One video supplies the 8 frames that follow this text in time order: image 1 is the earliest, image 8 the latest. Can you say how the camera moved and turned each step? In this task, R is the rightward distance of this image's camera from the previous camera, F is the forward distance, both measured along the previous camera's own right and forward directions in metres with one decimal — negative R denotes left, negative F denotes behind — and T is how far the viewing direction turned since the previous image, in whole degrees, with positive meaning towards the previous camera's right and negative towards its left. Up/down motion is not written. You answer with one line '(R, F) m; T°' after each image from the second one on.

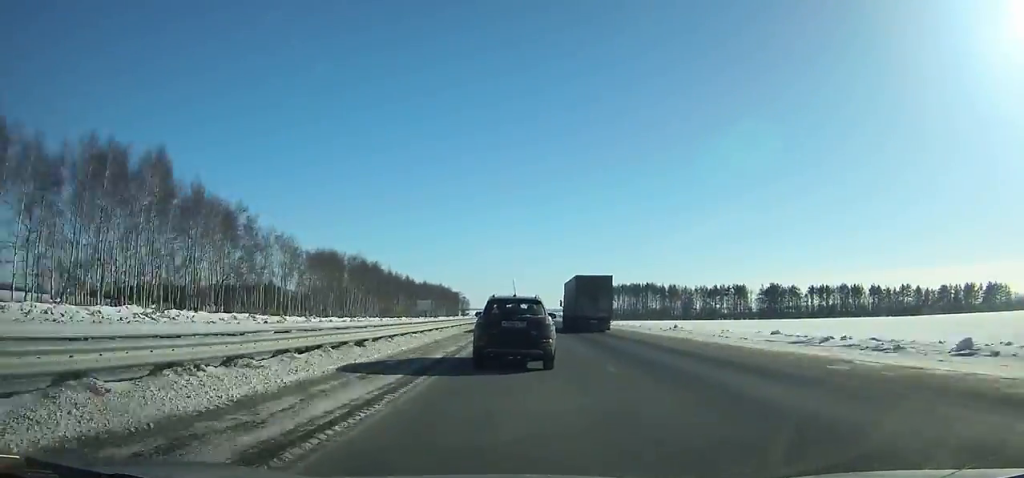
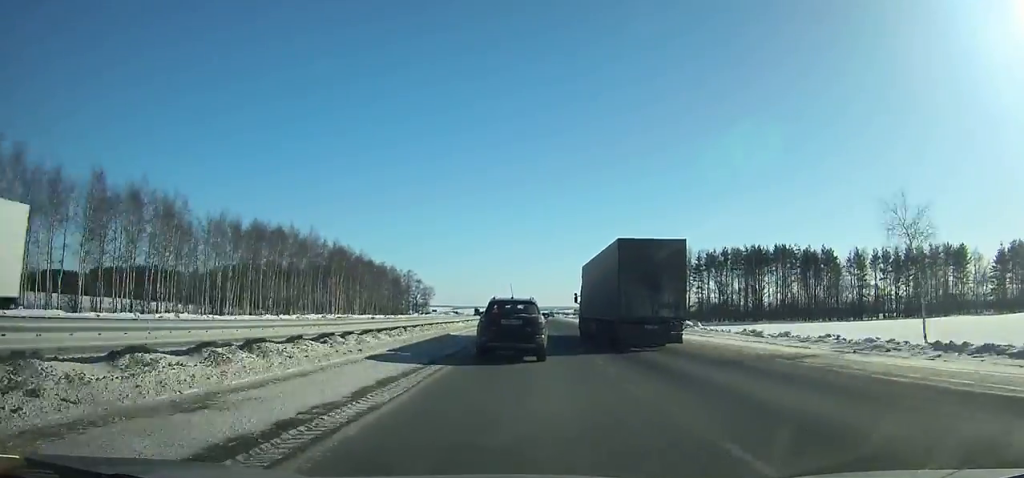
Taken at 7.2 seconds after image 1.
(-1.0, +189.9) m; -1°
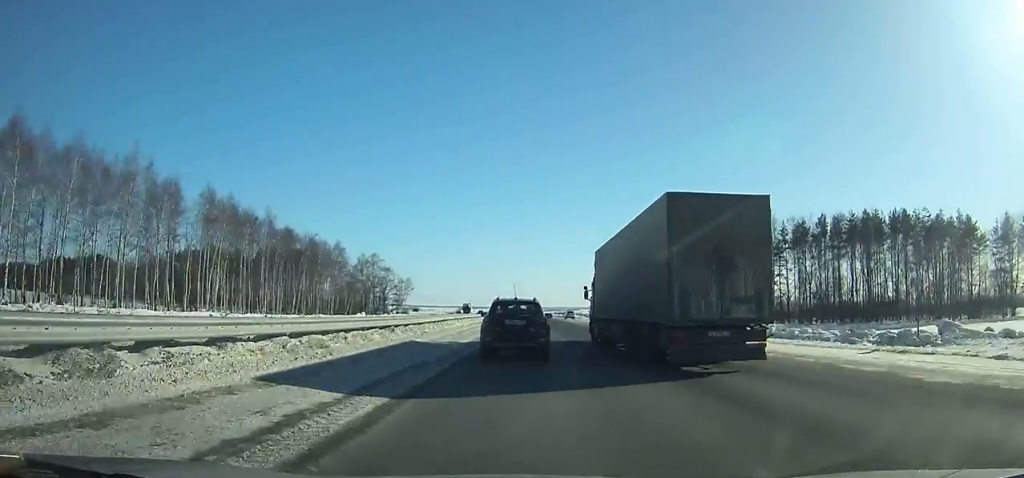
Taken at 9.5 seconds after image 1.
(-0.3, +61.0) m; -1°
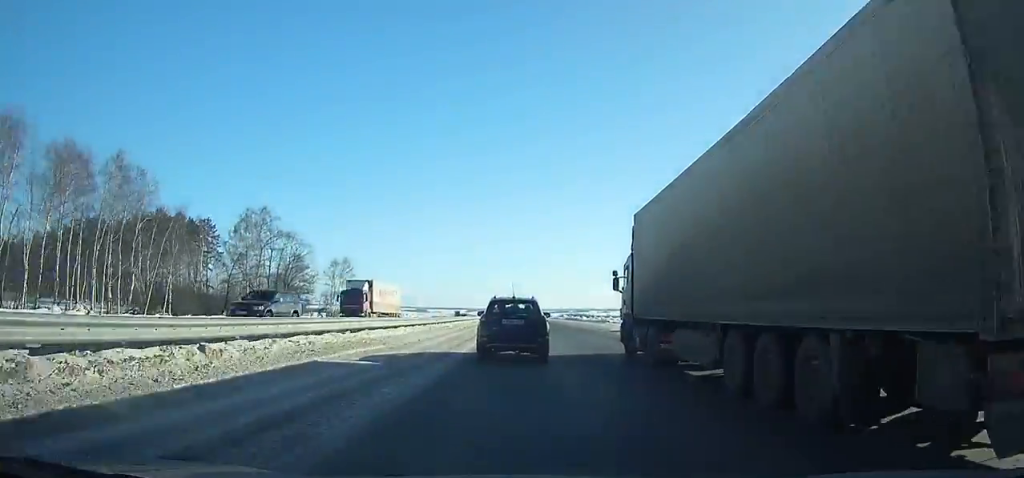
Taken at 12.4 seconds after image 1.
(-0.8, +76.5) m; -1°
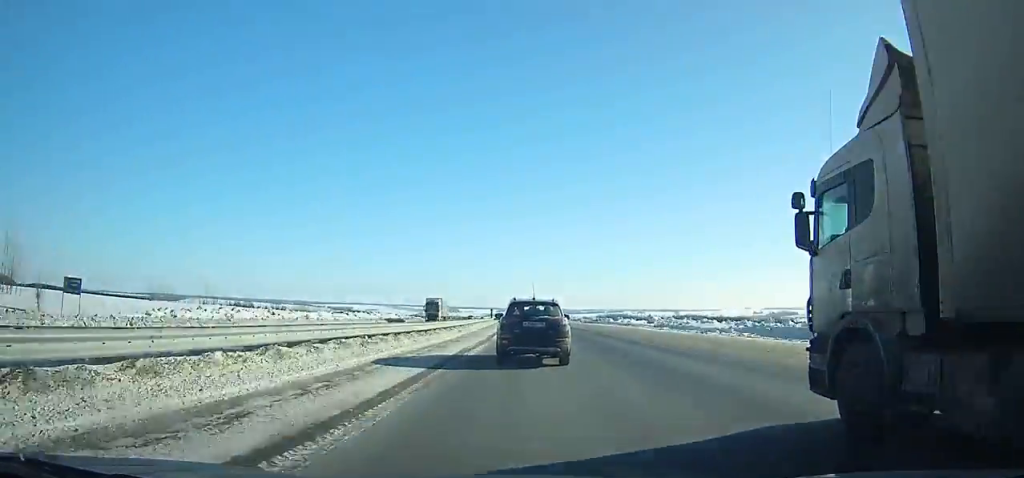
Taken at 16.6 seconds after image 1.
(-2.5, +109.9) m; -3°
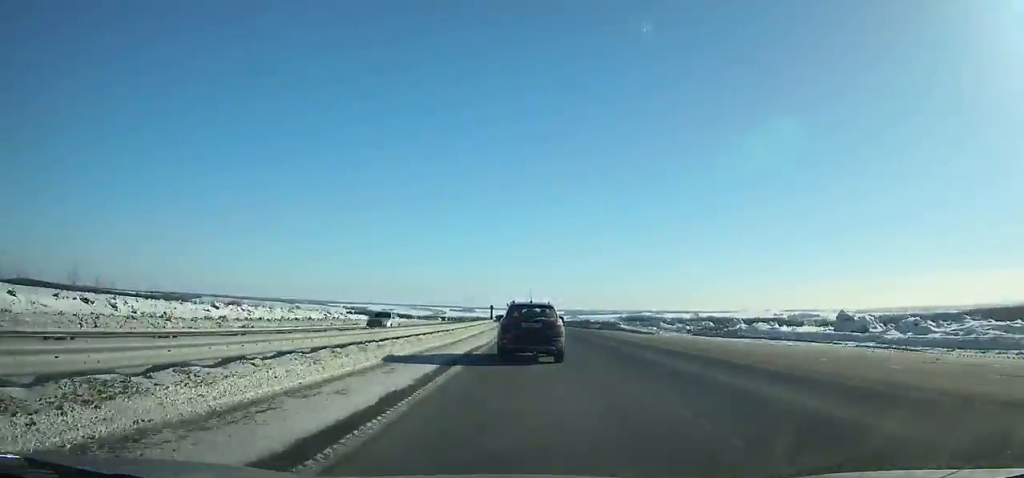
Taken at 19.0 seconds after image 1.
(-0.7, +62.4) m; -2°
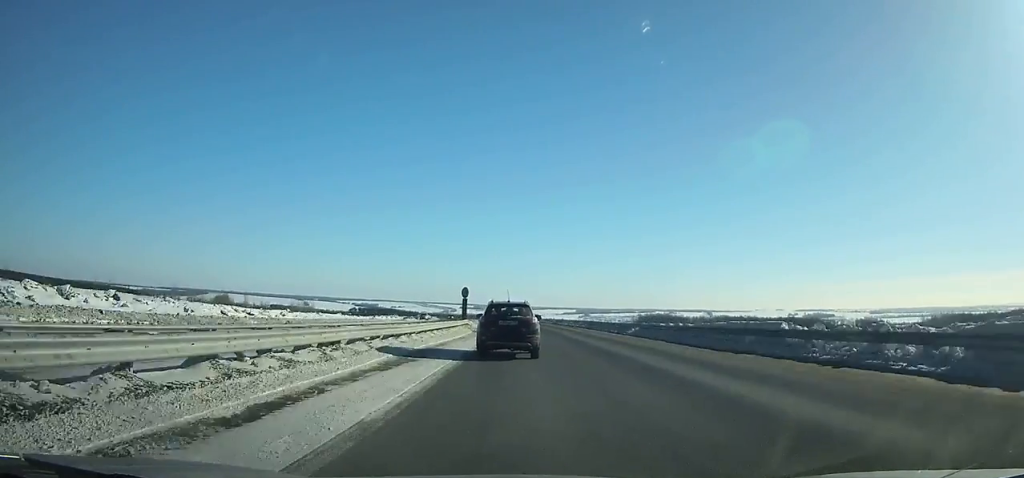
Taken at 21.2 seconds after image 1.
(-1.0, +57.3) m; -2°
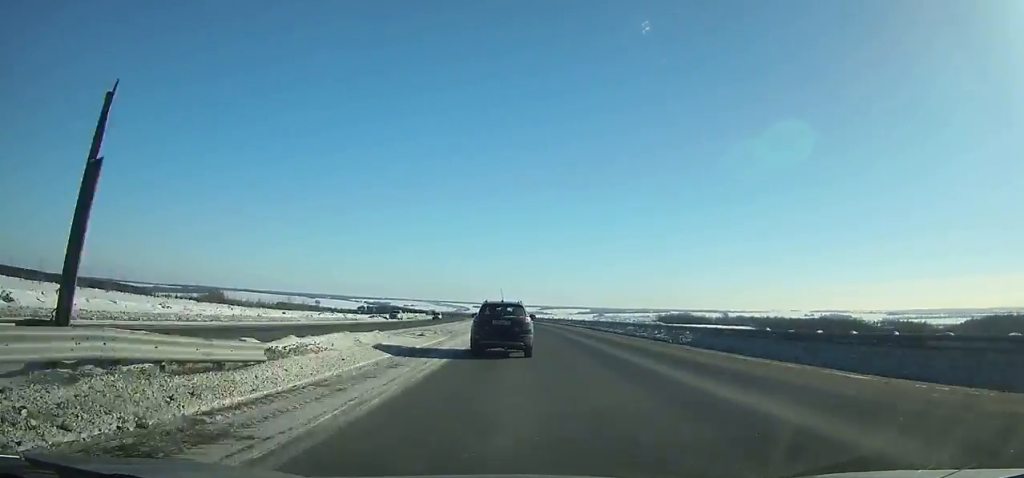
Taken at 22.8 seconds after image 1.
(-0.4, +41.6) m; -1°
